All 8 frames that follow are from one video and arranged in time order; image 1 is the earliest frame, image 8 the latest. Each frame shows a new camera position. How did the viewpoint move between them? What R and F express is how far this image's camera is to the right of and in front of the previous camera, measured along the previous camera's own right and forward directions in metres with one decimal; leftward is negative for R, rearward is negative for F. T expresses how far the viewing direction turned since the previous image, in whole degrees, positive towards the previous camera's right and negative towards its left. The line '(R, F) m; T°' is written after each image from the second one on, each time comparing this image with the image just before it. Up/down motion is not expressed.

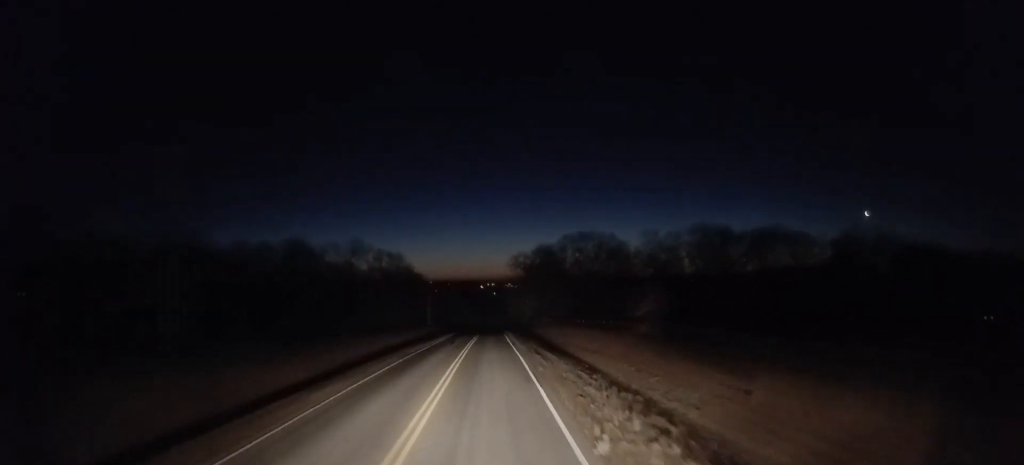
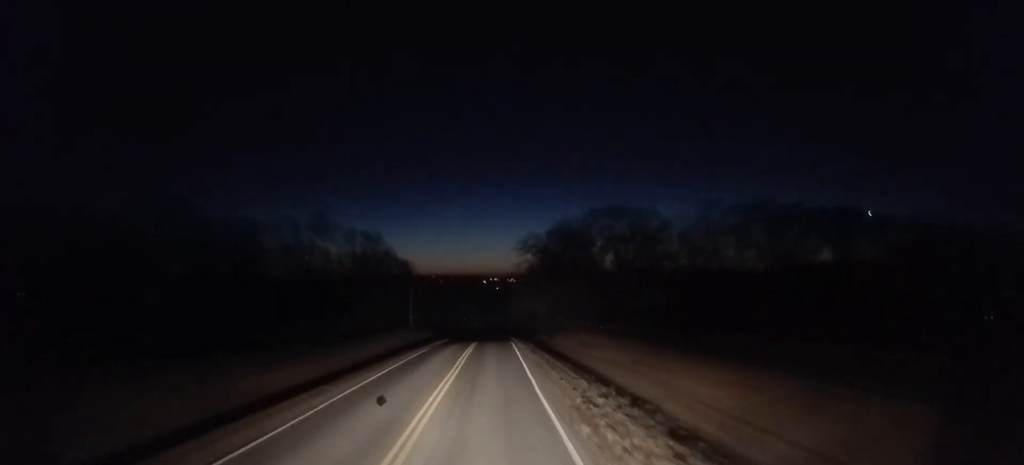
(-0.4, +26.1) m; -2°
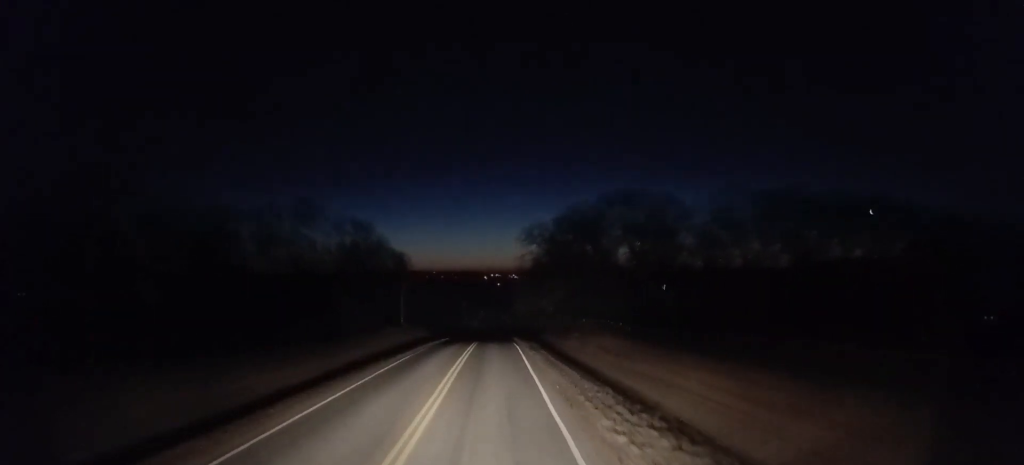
(-0.2, +8.5) m; -1°
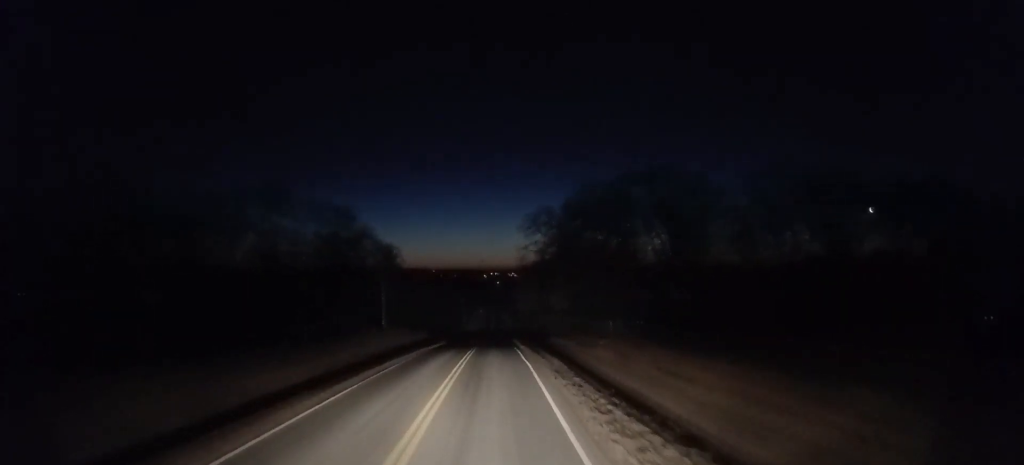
(-0.1, +11.8) m; 0°
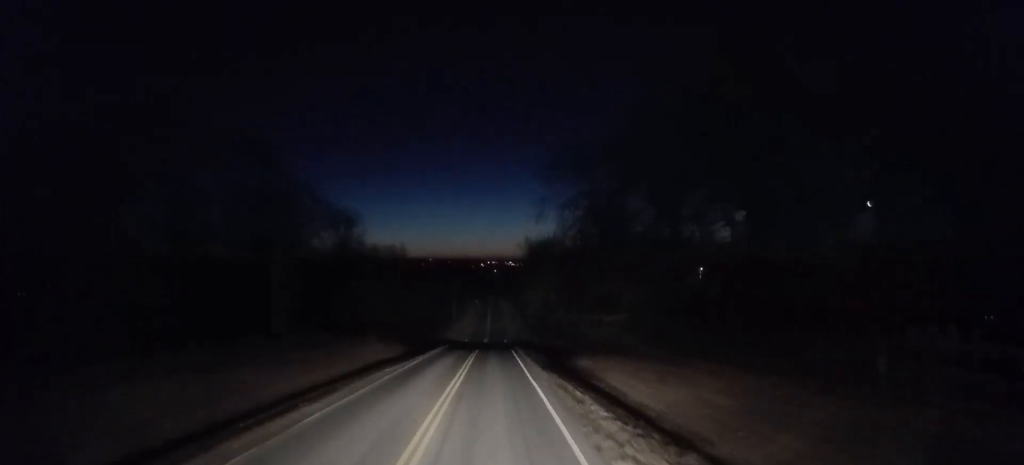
(0.0, +30.1) m; +1°
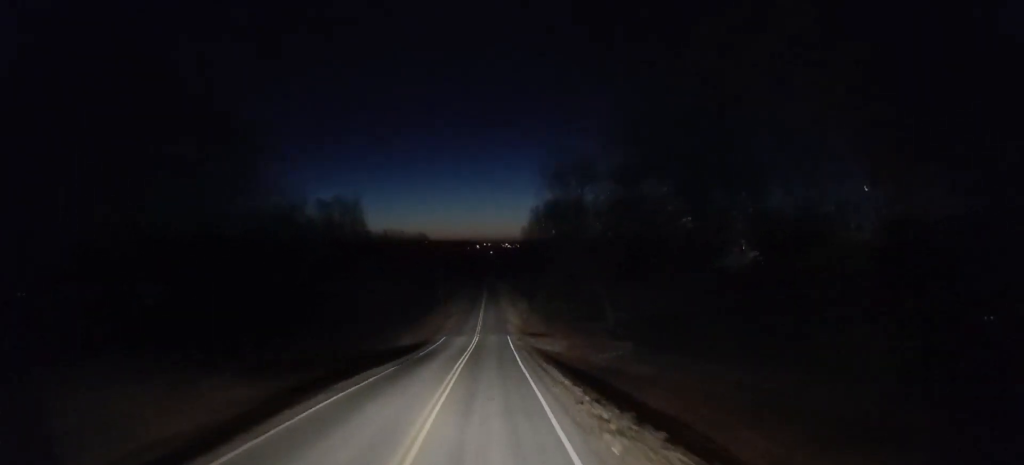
(+1.5, +34.3) m; +3°
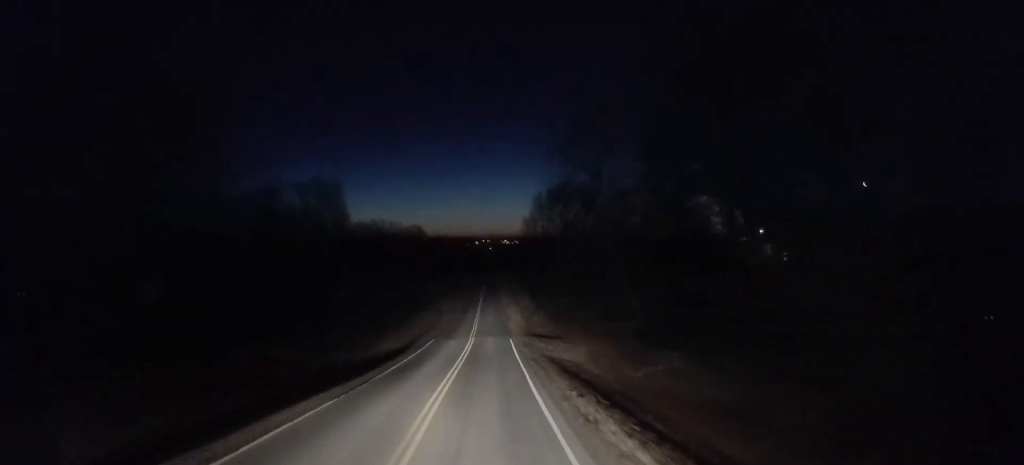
(+0.2, +9.8) m; 0°
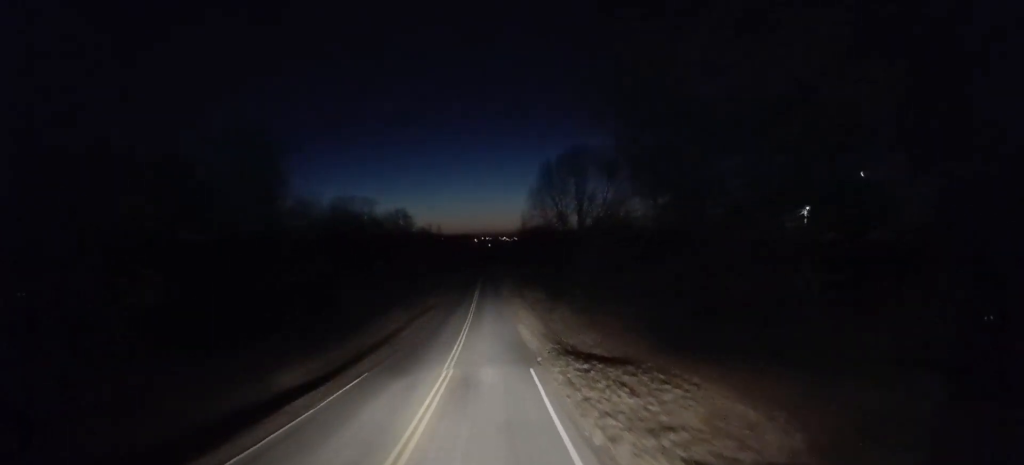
(-0.6, +22.6) m; -2°
